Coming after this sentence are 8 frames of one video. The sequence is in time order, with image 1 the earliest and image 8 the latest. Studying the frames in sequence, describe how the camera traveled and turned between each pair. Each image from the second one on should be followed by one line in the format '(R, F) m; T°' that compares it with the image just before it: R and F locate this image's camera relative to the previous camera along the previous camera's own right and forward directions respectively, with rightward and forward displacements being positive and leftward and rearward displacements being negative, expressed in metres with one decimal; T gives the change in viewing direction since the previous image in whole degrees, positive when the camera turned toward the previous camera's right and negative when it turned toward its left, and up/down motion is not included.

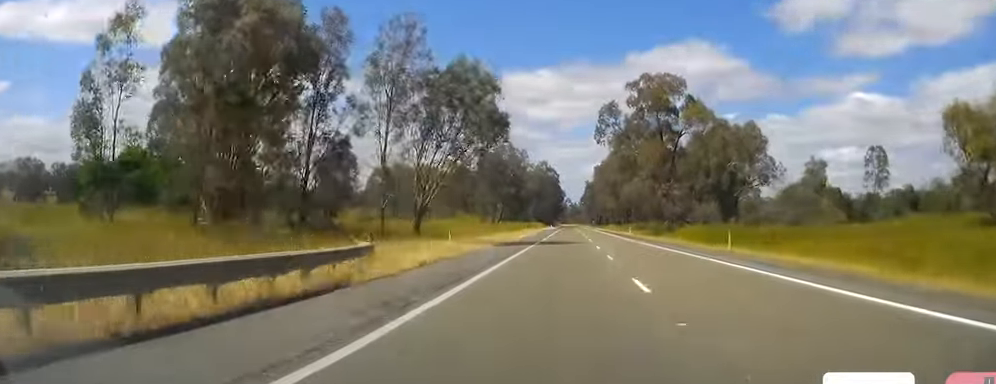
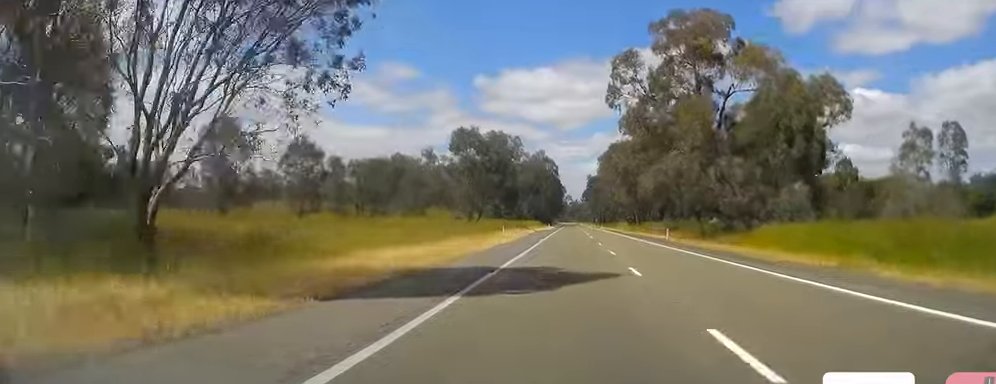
(-0.5, +32.0) m; -1°
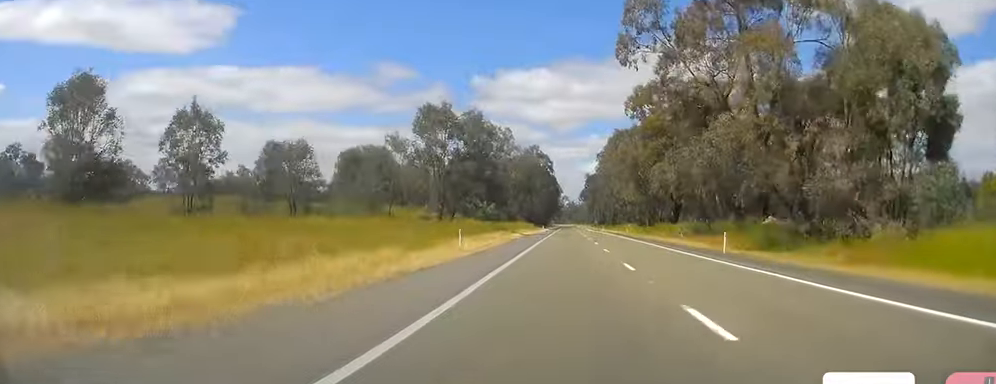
(-0.1, +21.4) m; +1°
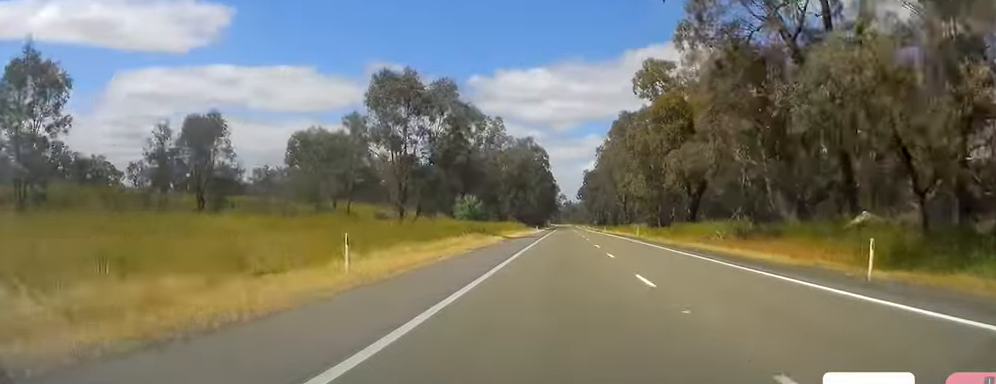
(+0.2, +17.6) m; 0°
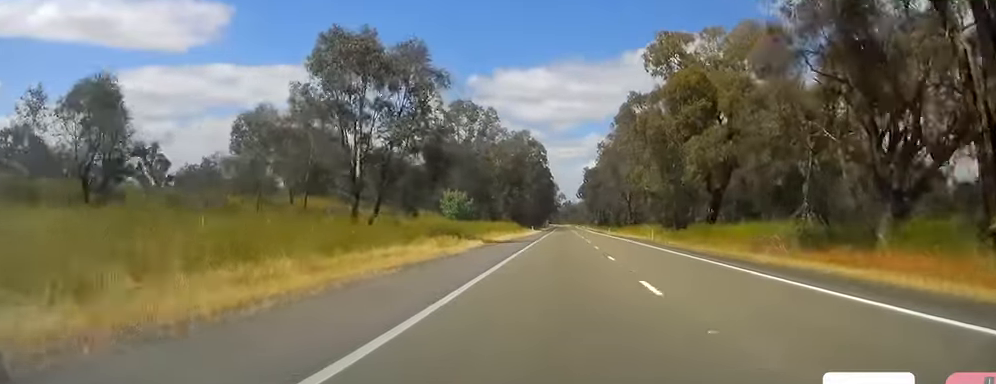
(+0.3, +13.7) m; 0°
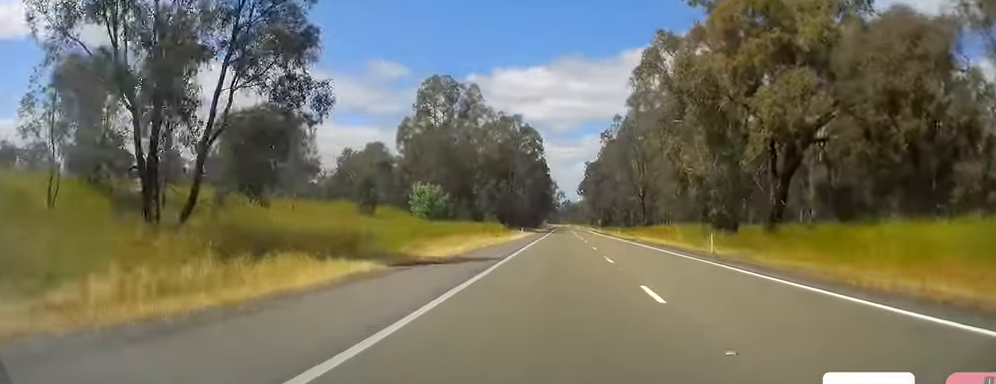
(-0.7, +25.5) m; -1°
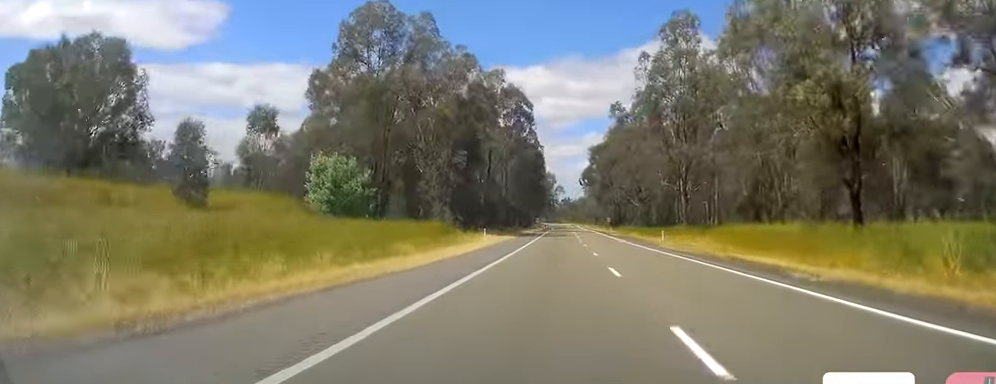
(+0.3, +42.0) m; +2°
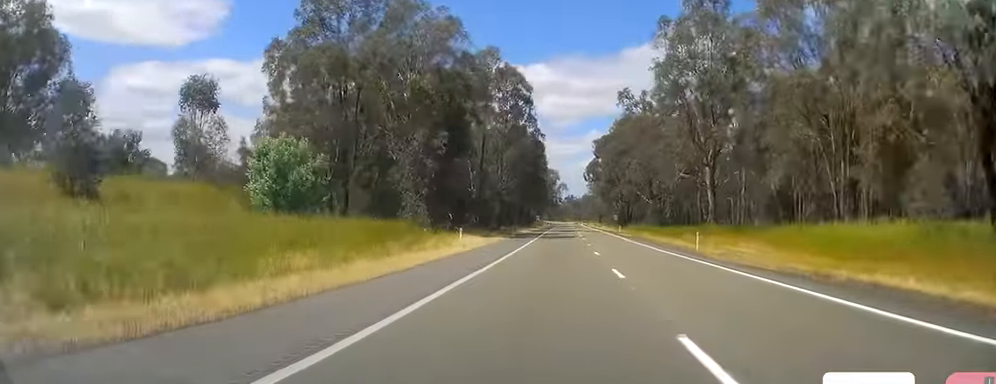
(+0.4, +12.7) m; 0°
